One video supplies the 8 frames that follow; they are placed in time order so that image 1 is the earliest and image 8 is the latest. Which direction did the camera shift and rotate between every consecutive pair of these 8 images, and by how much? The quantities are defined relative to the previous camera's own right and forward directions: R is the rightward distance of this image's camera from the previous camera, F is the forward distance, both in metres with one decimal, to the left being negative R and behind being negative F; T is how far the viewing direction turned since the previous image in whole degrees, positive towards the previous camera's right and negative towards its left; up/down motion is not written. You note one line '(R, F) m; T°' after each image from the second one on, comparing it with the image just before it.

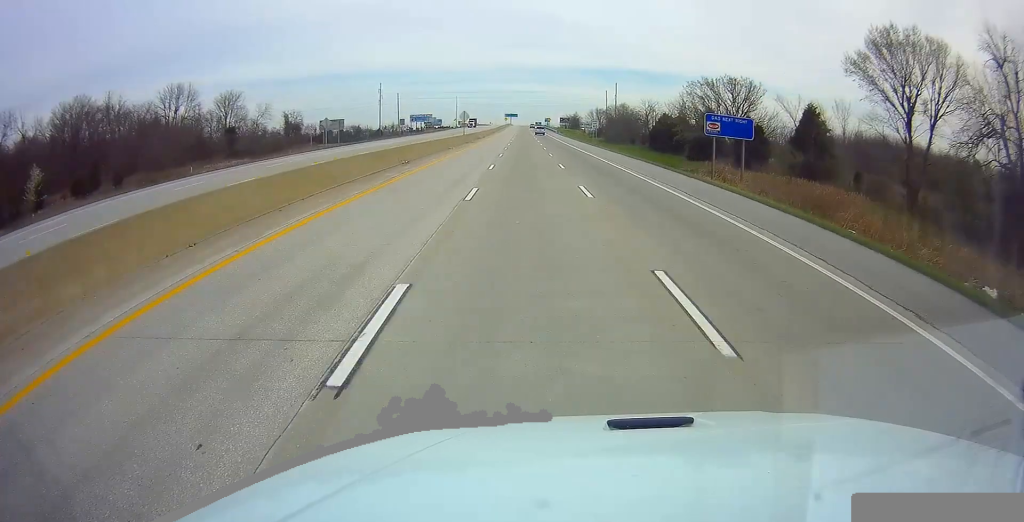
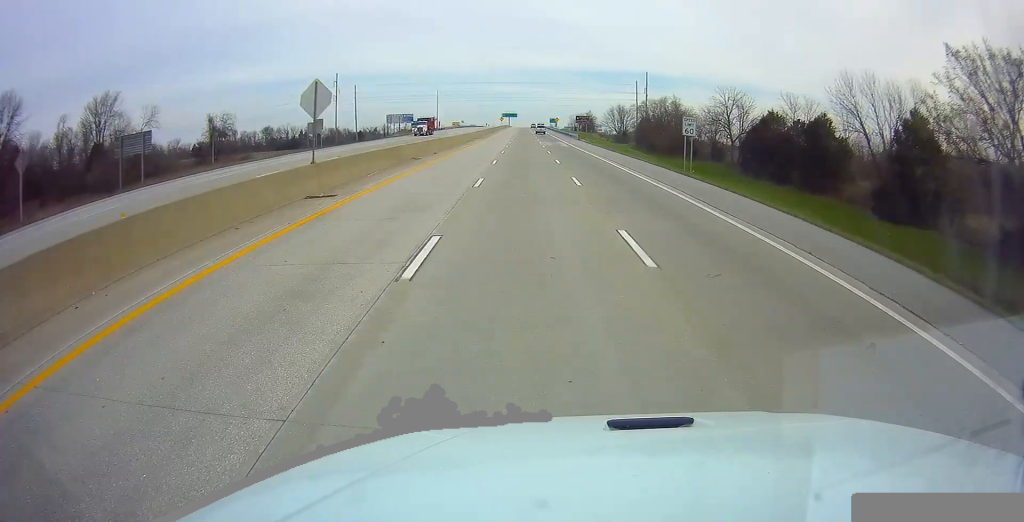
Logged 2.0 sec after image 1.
(-0.2, +57.4) m; 0°
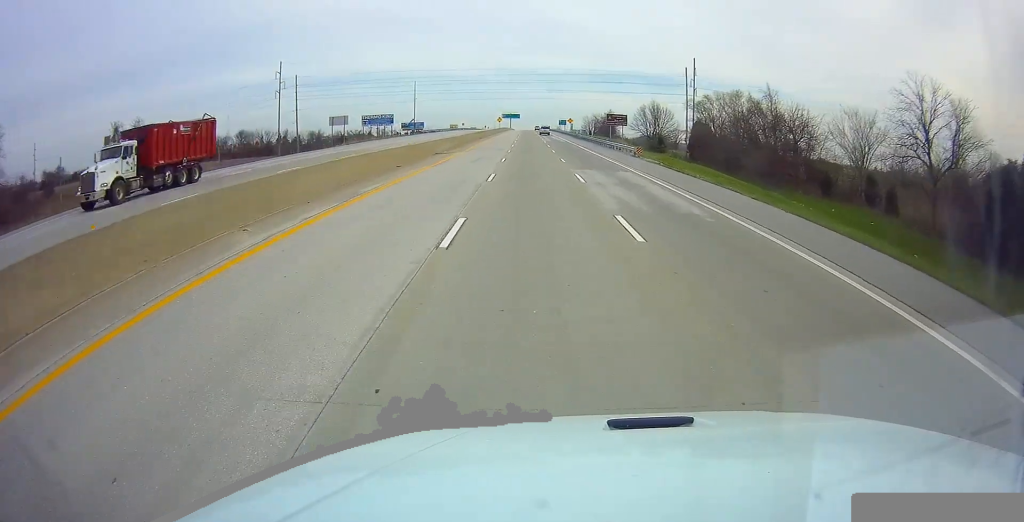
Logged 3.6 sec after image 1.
(-0.2, +46.6) m; +1°
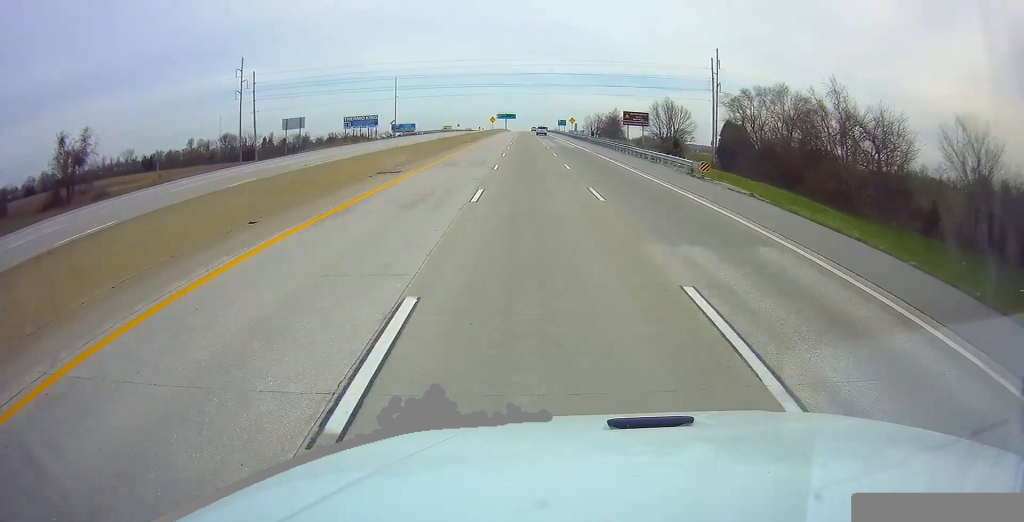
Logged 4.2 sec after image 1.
(+0.3, +18.5) m; +1°
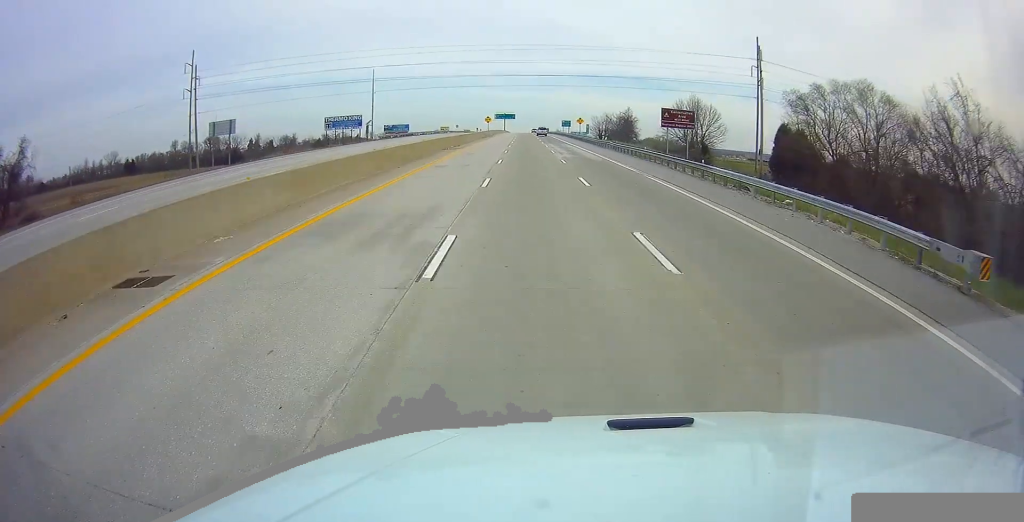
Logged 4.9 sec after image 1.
(0.0, +20.4) m; -1°
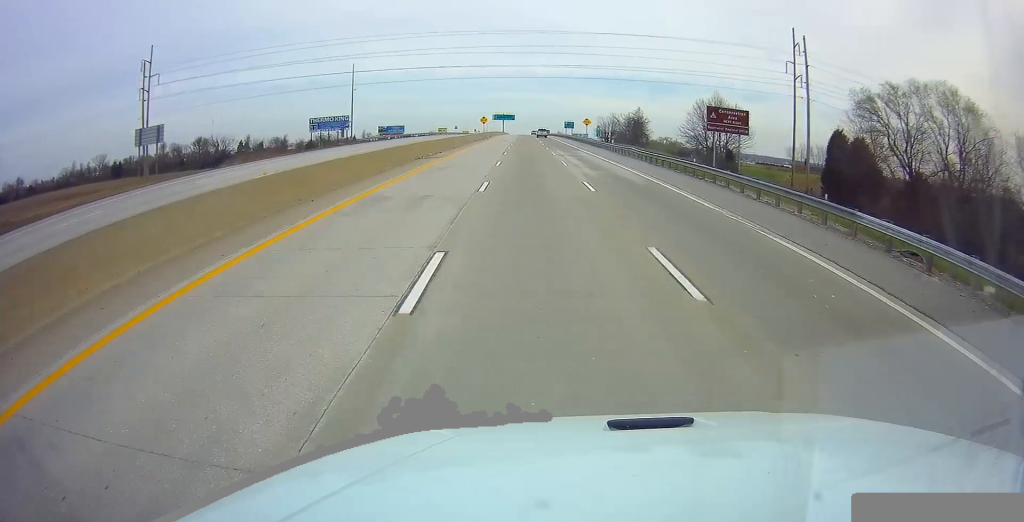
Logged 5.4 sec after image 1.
(-0.1, +13.6) m; 0°
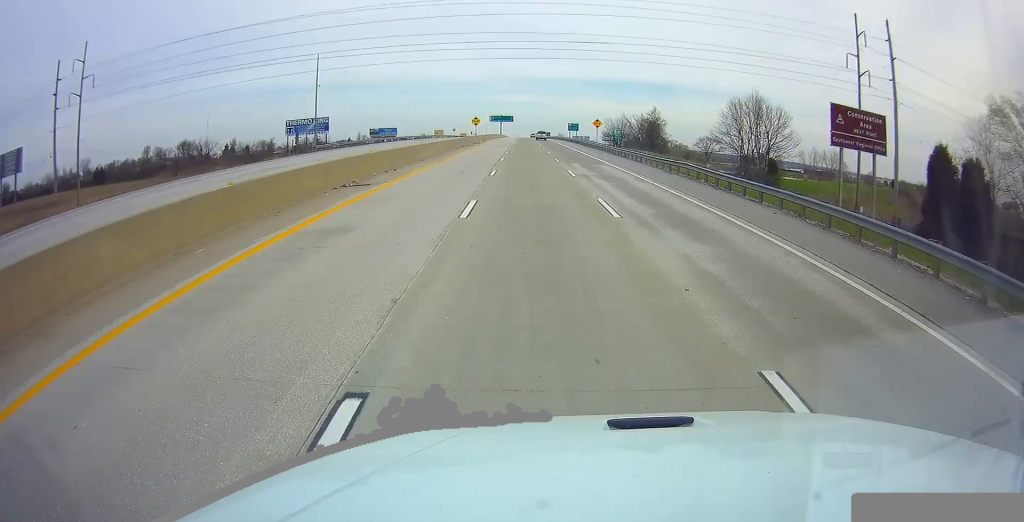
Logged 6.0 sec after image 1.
(-0.4, +17.5) m; 0°
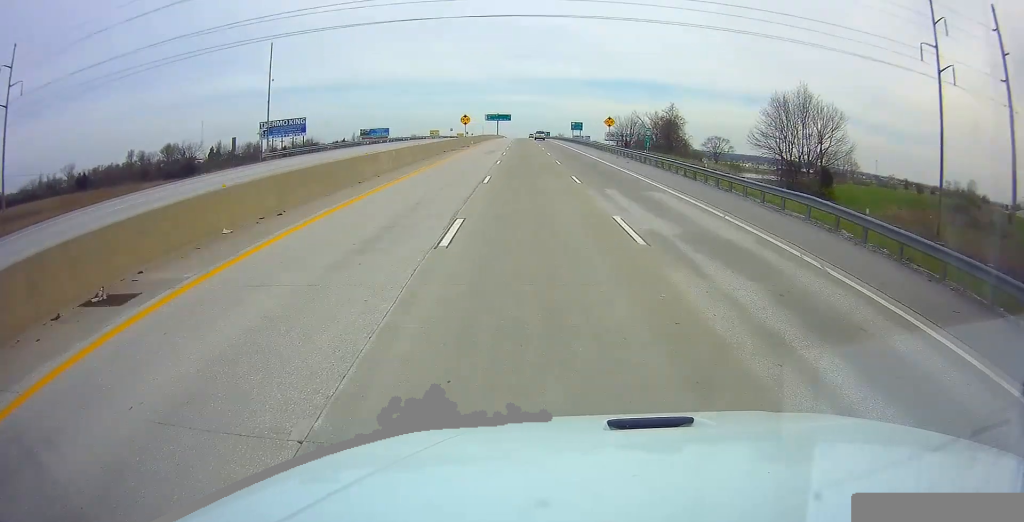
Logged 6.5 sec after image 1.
(+0.2, +15.5) m; +1°
